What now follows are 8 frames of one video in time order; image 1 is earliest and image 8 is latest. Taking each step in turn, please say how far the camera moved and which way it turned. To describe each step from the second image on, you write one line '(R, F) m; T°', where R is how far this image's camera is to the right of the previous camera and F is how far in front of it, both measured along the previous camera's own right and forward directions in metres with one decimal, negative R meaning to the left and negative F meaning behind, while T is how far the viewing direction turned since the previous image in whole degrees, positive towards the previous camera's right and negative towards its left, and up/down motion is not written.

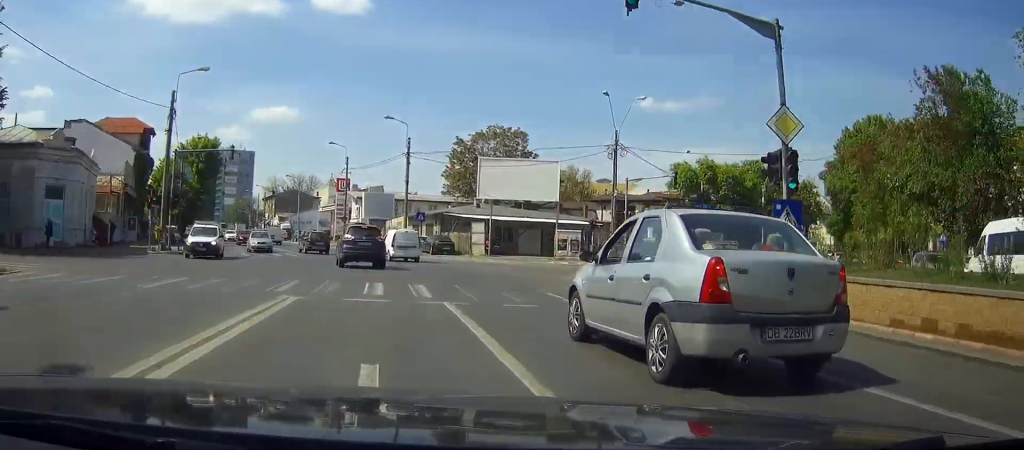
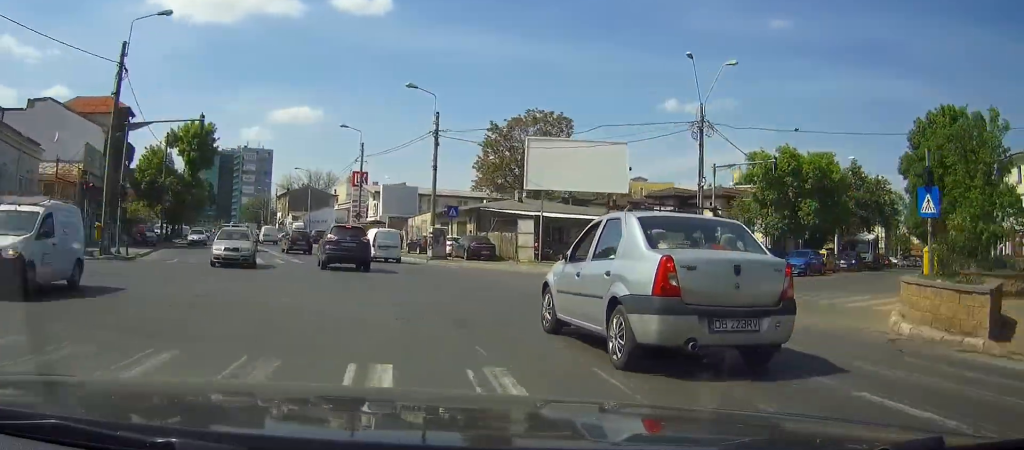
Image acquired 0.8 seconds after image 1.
(-0.2, +11.9) m; -2°
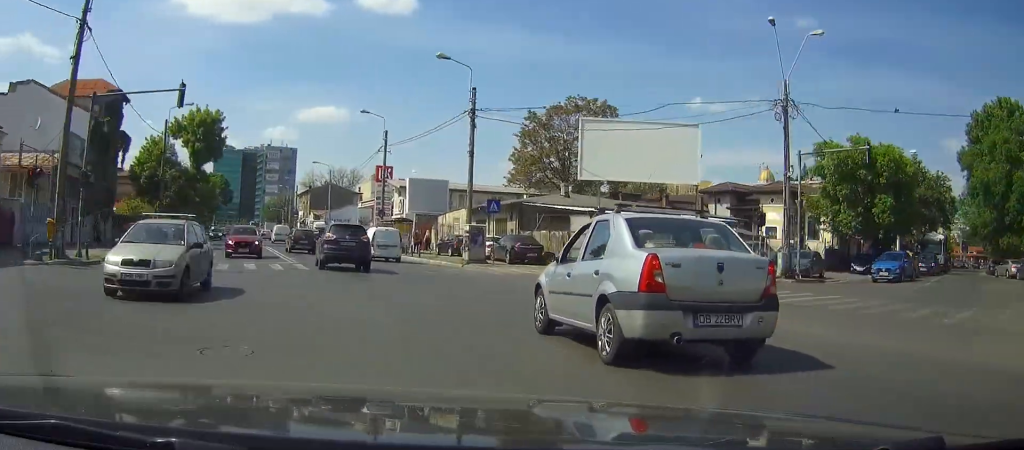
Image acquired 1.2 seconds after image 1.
(0.0, +7.2) m; -1°
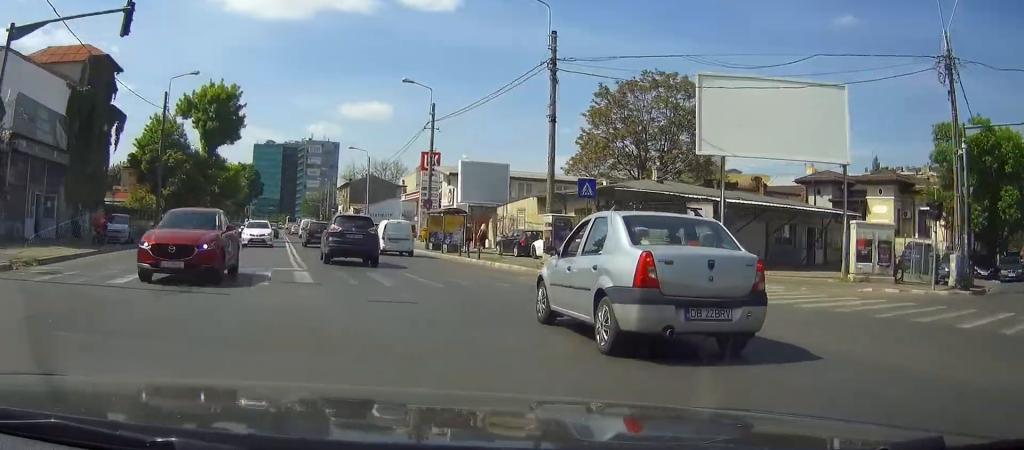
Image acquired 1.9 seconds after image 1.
(-0.3, +9.9) m; -3°
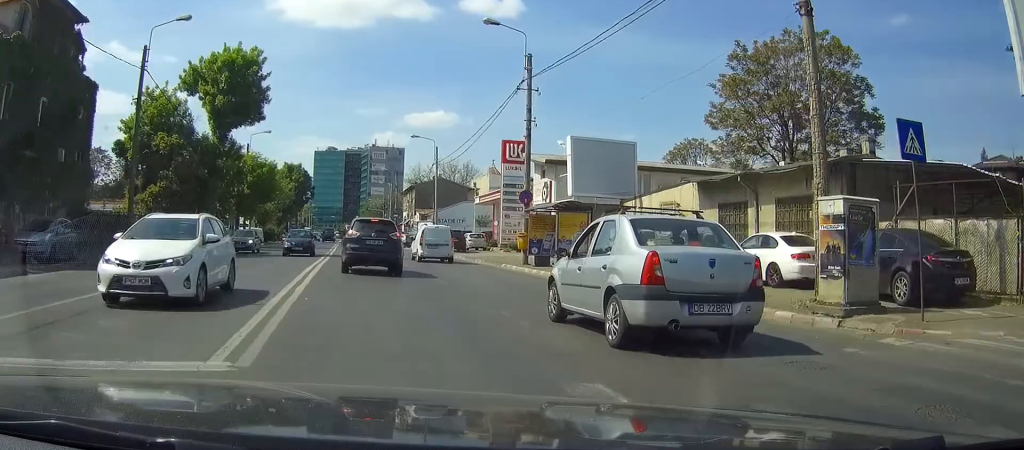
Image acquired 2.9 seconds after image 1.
(-0.6, +14.5) m; -5°
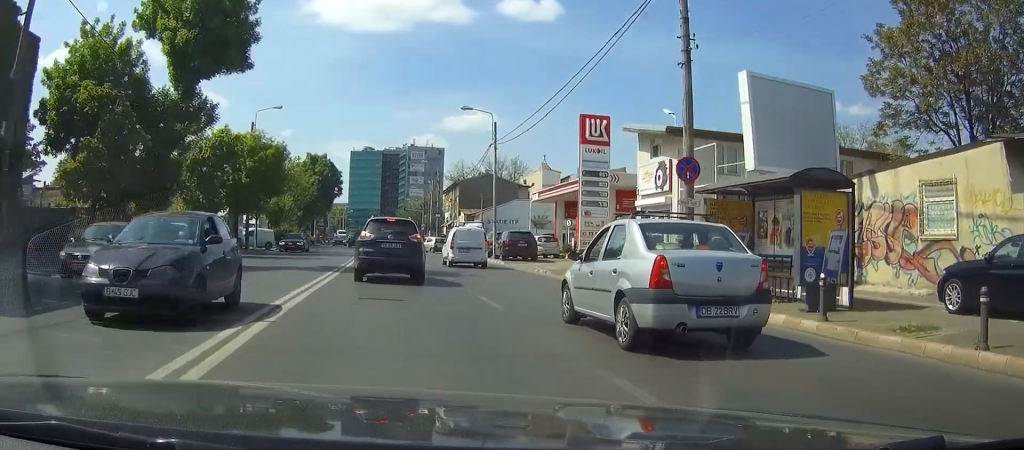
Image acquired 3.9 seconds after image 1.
(-0.6, +14.4) m; -3°
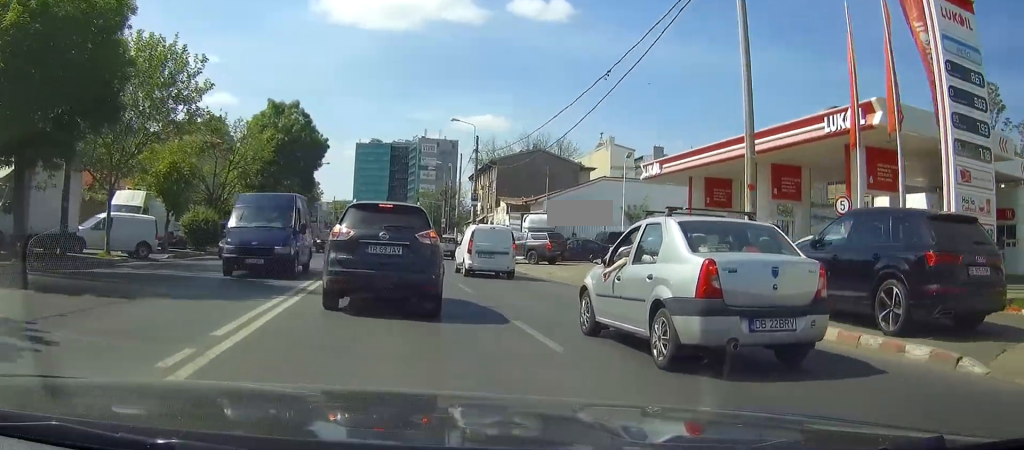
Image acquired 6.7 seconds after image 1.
(-1.1, +33.3) m; -2°
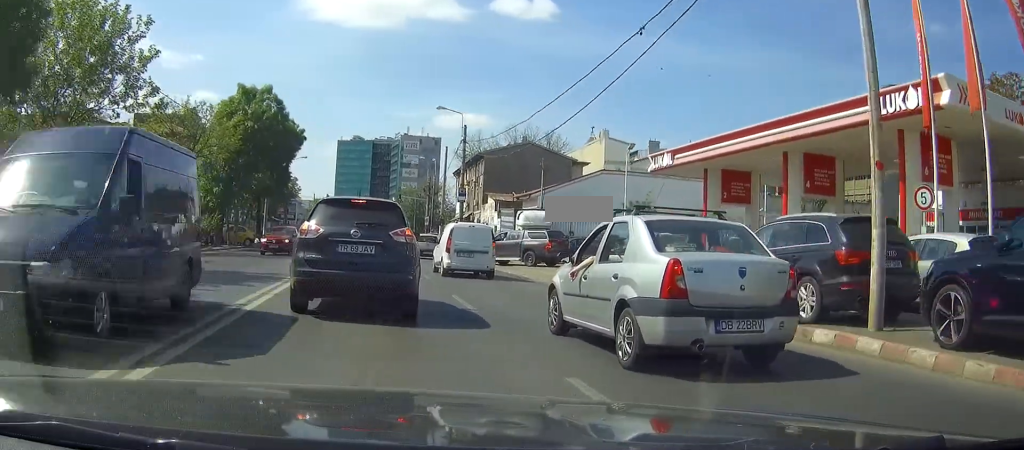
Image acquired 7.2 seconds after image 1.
(+0.1, +5.3) m; 0°
